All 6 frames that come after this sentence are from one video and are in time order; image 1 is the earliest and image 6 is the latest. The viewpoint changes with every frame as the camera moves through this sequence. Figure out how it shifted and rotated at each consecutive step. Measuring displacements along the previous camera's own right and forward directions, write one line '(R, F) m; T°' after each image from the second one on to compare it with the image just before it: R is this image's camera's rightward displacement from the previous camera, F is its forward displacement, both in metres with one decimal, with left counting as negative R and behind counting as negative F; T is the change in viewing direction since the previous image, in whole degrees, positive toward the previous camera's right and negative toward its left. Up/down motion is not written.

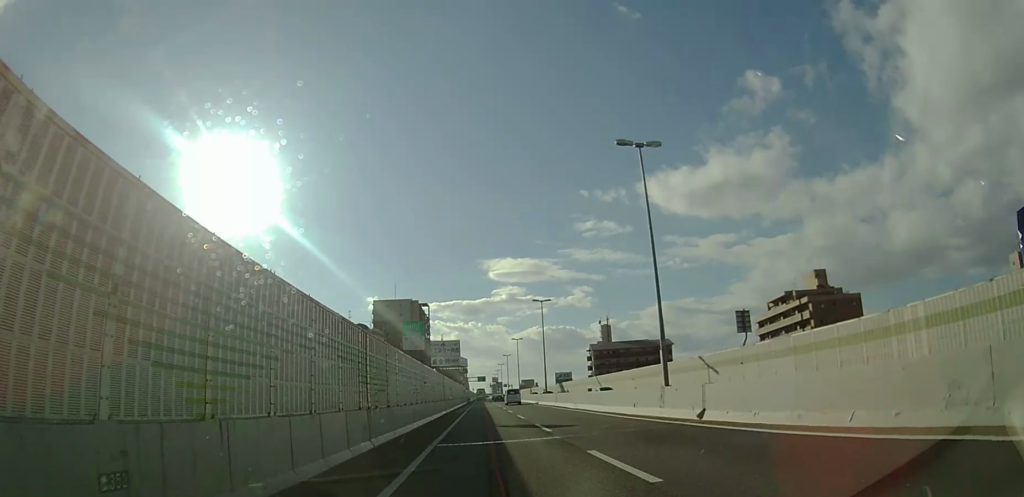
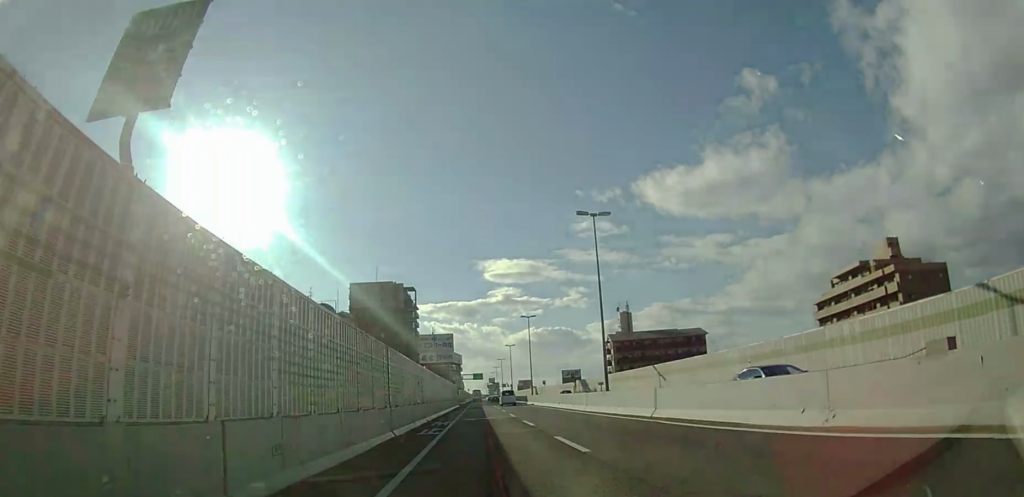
(+0.3, +25.8) m; 0°
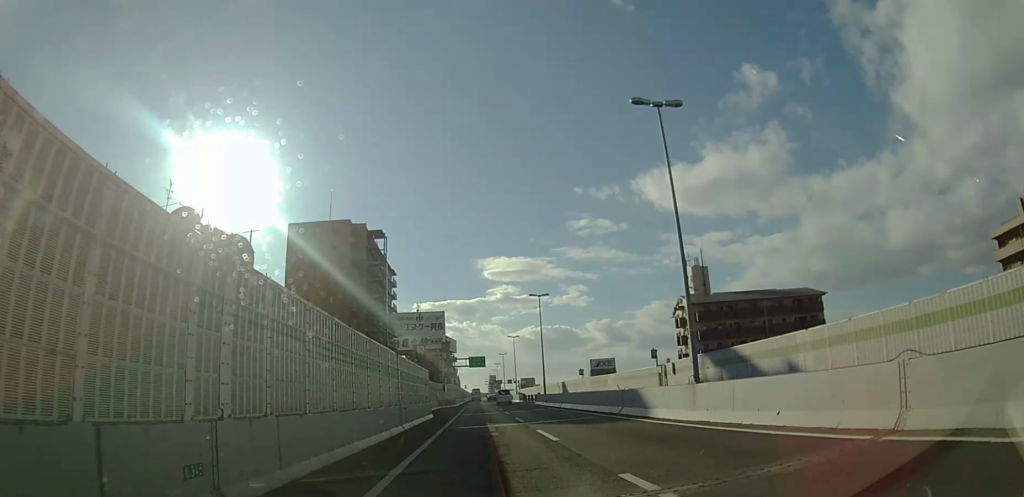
(-0.2, +46.6) m; 0°
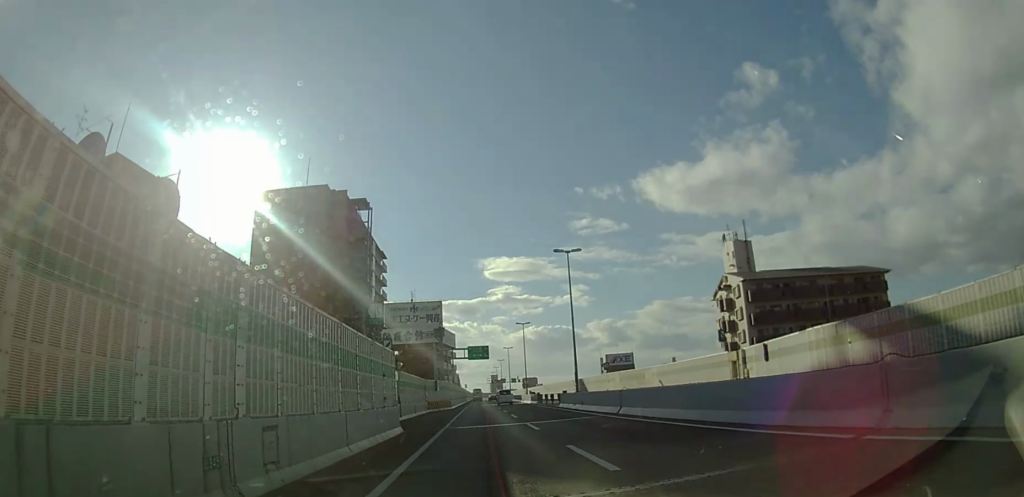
(+0.1, +15.6) m; 0°
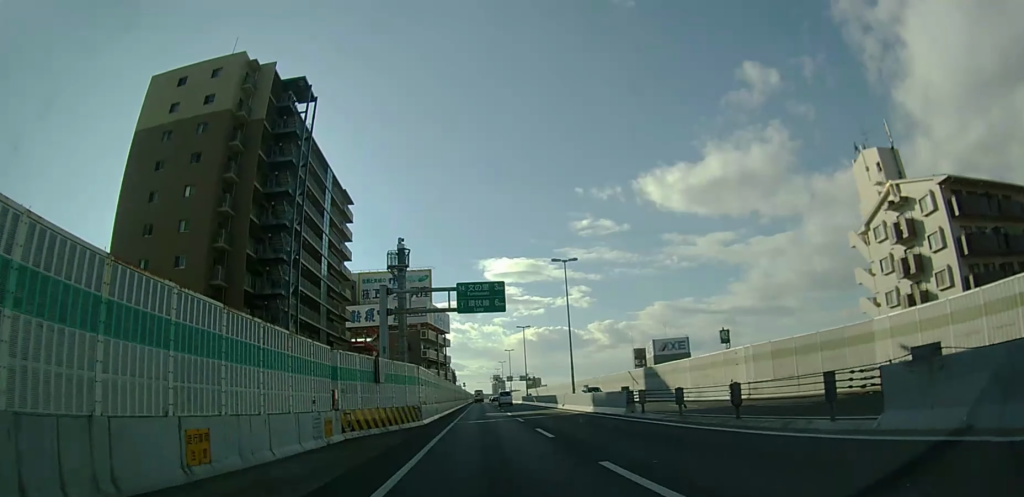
(+0.1, +32.9) m; -1°
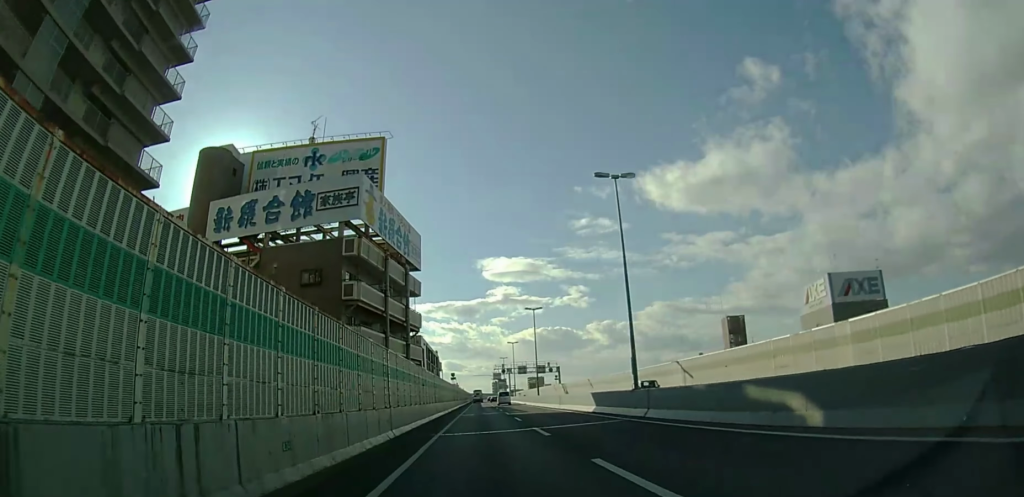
(+0.2, +49.8) m; +1°
